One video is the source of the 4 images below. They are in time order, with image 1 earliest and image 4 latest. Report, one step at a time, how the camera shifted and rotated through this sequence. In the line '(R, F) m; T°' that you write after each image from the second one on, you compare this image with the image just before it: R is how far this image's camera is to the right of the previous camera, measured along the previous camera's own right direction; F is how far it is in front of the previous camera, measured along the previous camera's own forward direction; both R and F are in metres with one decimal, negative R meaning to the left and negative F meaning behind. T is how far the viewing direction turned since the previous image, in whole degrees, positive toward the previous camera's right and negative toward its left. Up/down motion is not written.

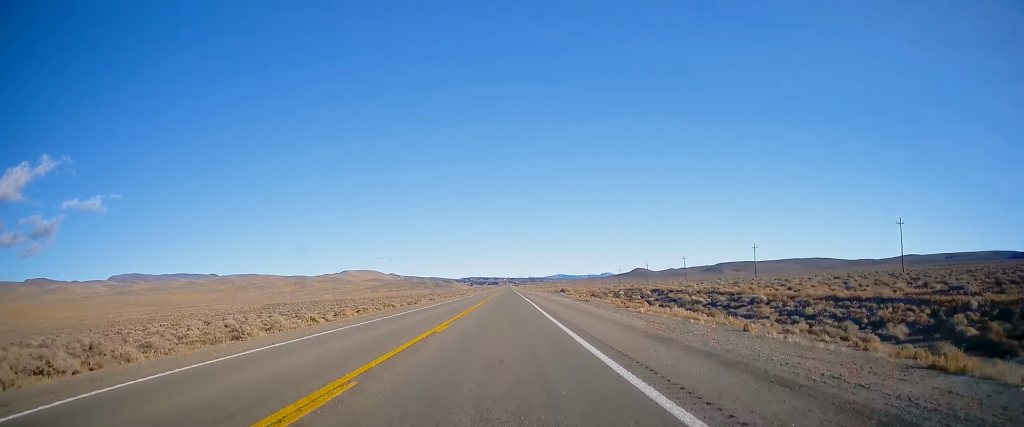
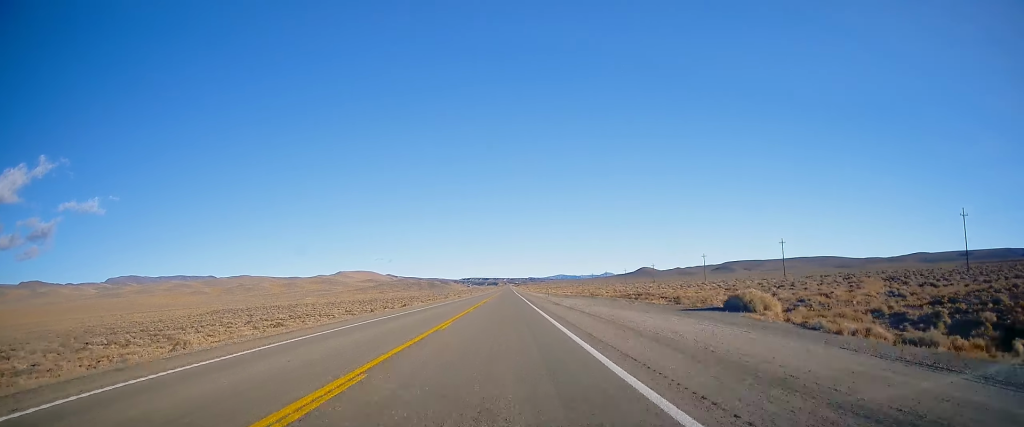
(-1.8, +96.9) m; -1°
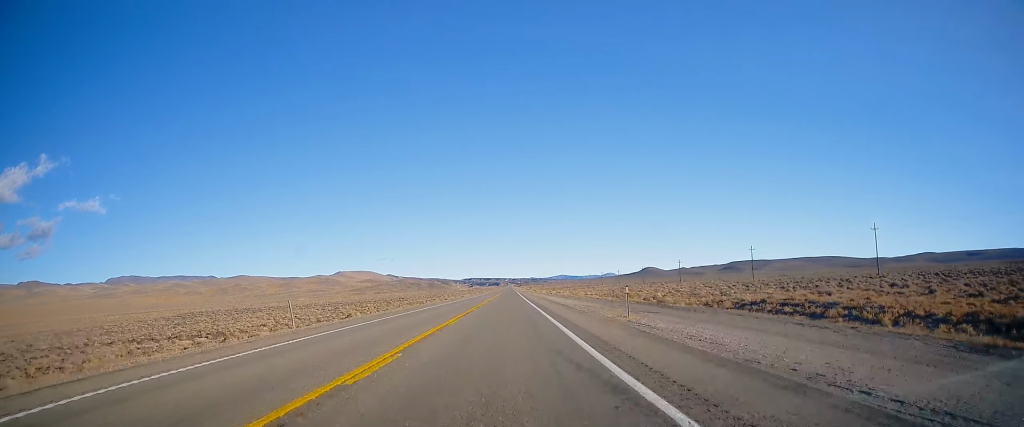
(+0.3, +45.4) m; 0°
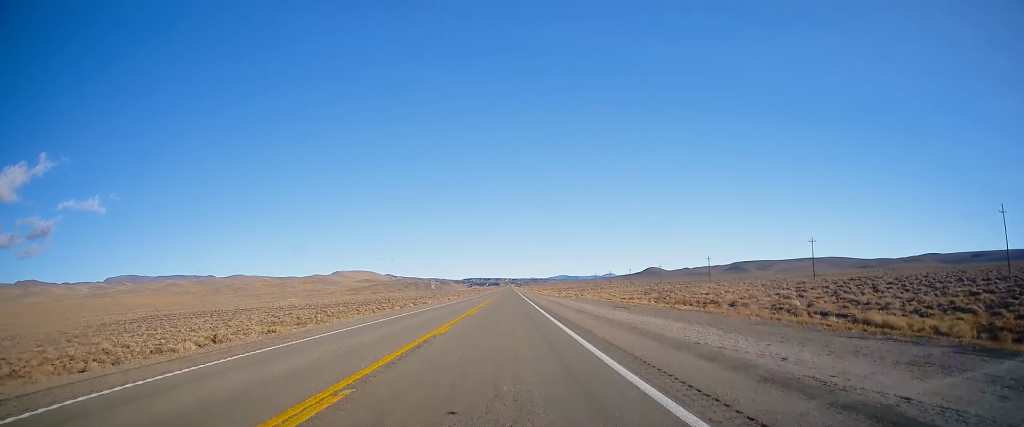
(-0.2, +40.0) m; 0°
